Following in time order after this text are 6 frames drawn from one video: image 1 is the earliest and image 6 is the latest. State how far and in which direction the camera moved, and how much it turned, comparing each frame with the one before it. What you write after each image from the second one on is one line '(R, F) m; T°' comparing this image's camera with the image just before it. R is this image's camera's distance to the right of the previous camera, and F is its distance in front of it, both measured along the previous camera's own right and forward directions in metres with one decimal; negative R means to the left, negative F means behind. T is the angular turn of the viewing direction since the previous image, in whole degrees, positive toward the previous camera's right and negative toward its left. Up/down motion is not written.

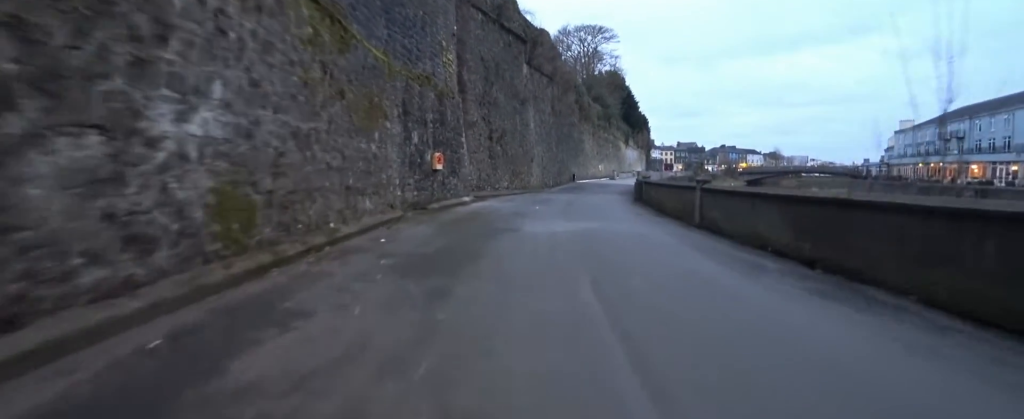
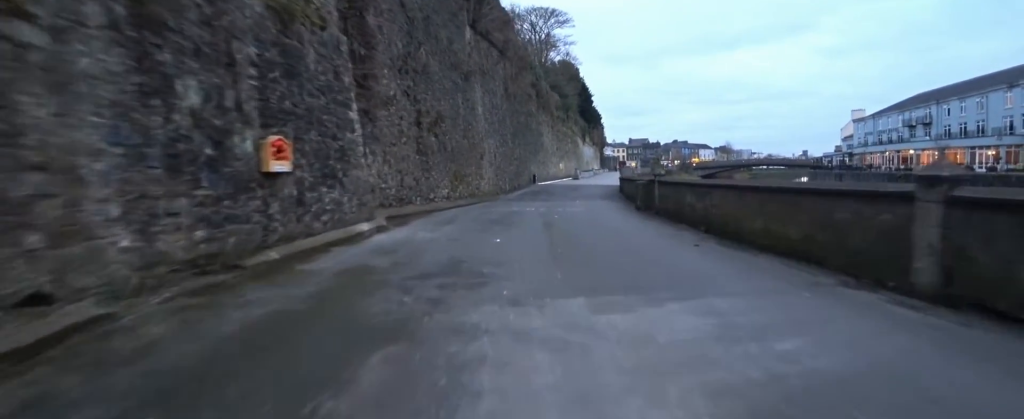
(-0.8, +7.6) m; +5°
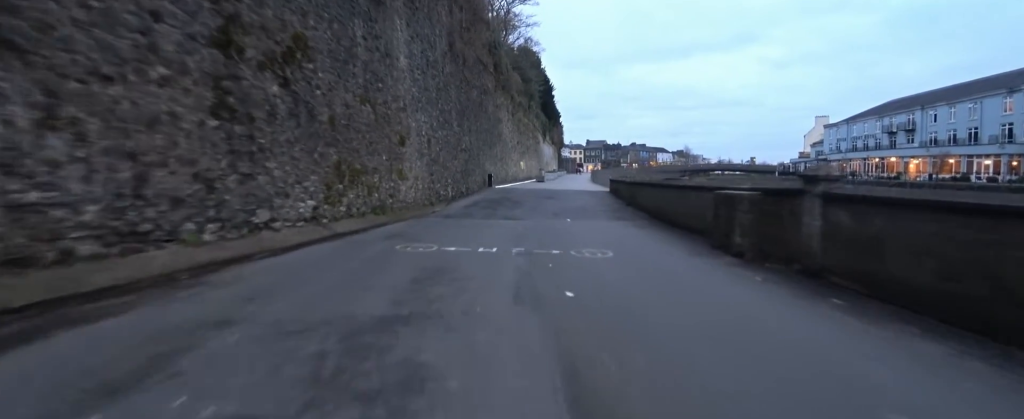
(+2.1, +8.5) m; +10°
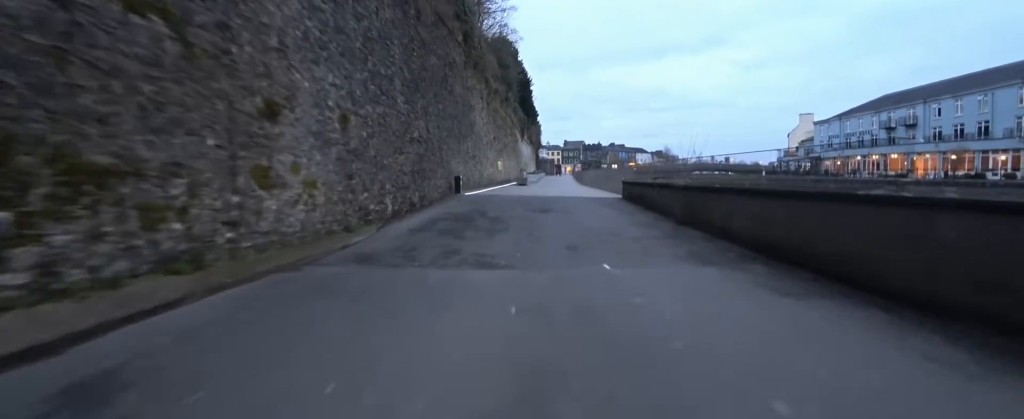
(-0.2, +6.1) m; +1°
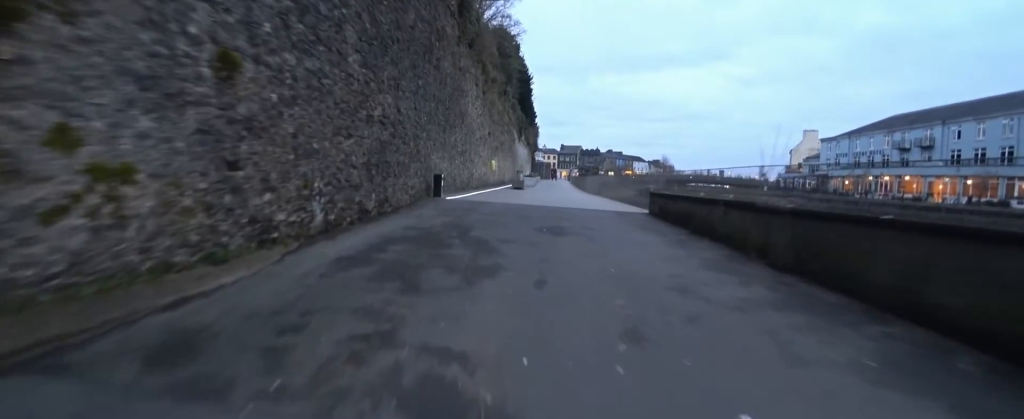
(+0.1, +3.6) m; +2°
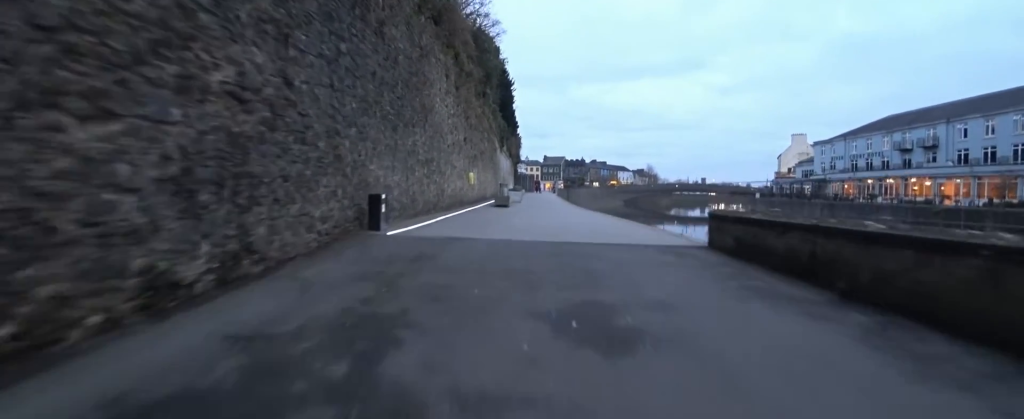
(+0.3, +4.4) m; 0°
